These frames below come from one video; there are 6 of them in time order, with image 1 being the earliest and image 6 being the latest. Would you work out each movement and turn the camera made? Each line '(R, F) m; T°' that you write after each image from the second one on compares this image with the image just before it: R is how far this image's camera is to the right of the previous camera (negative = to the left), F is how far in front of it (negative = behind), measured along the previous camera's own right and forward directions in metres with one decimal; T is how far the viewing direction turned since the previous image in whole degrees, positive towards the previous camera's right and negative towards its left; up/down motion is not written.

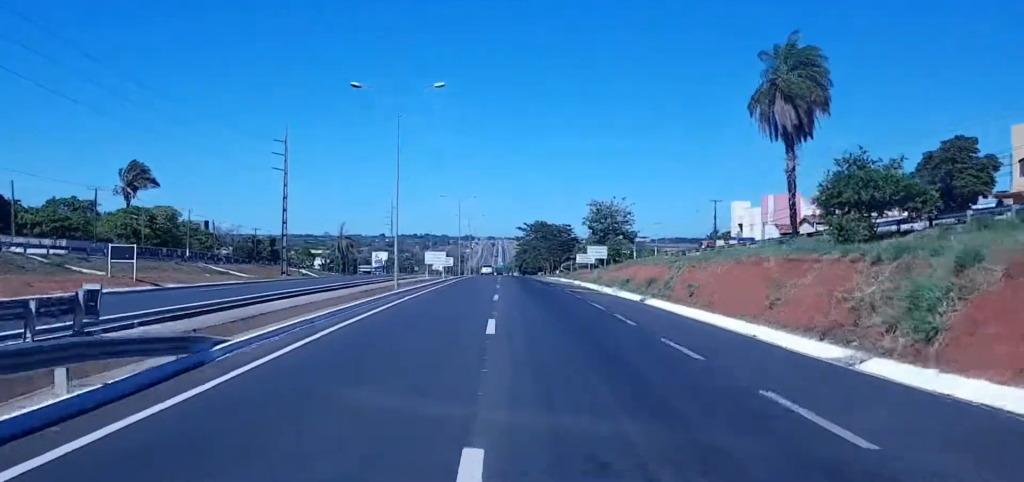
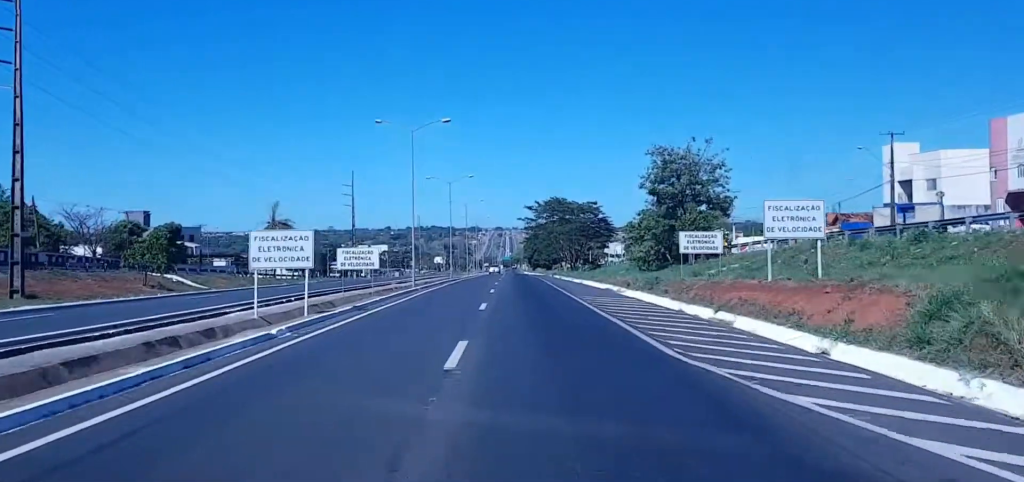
(+1.8, +68.2) m; +2°
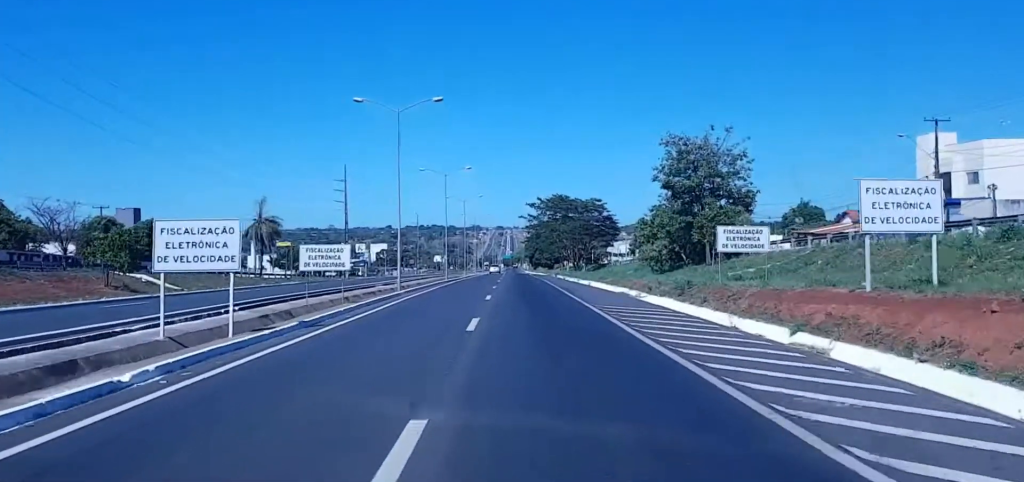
(-0.1, +9.2) m; -1°
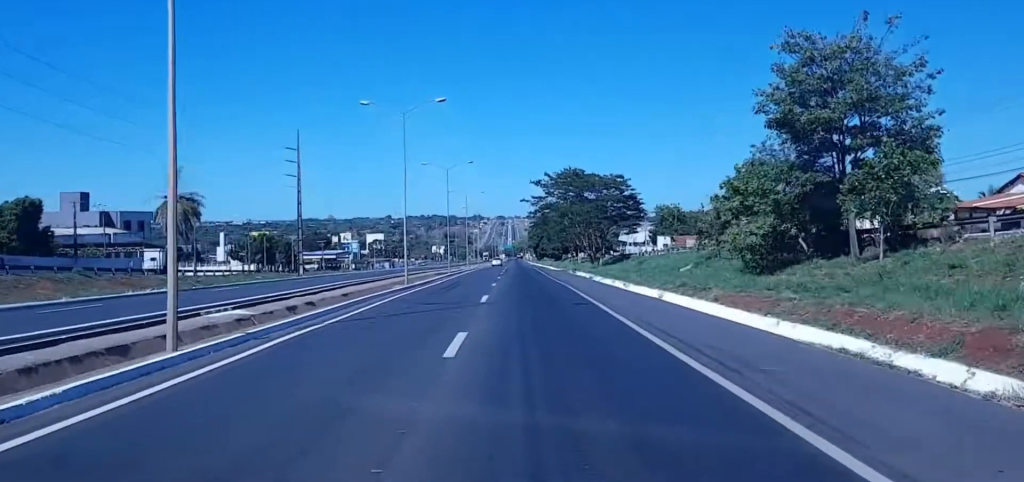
(-0.1, +36.7) m; 0°
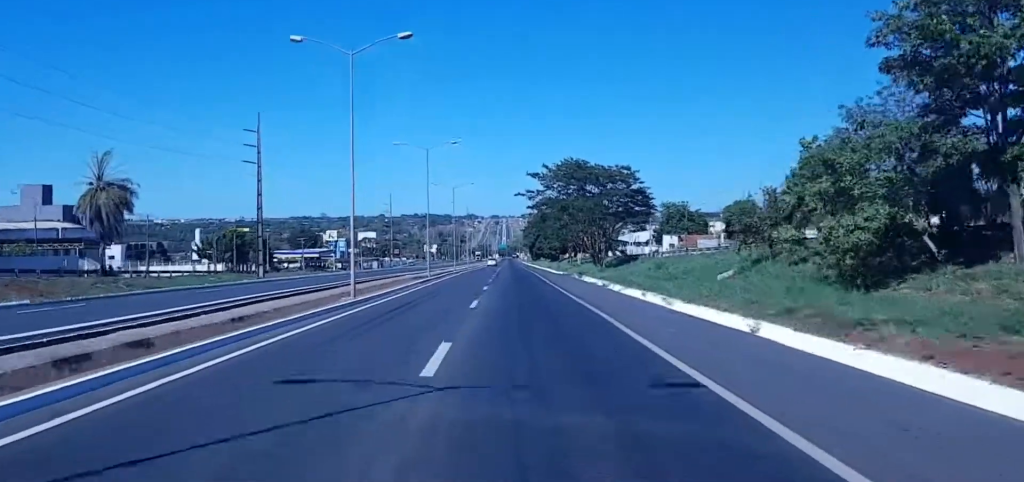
(0.0, +17.1) m; -1°
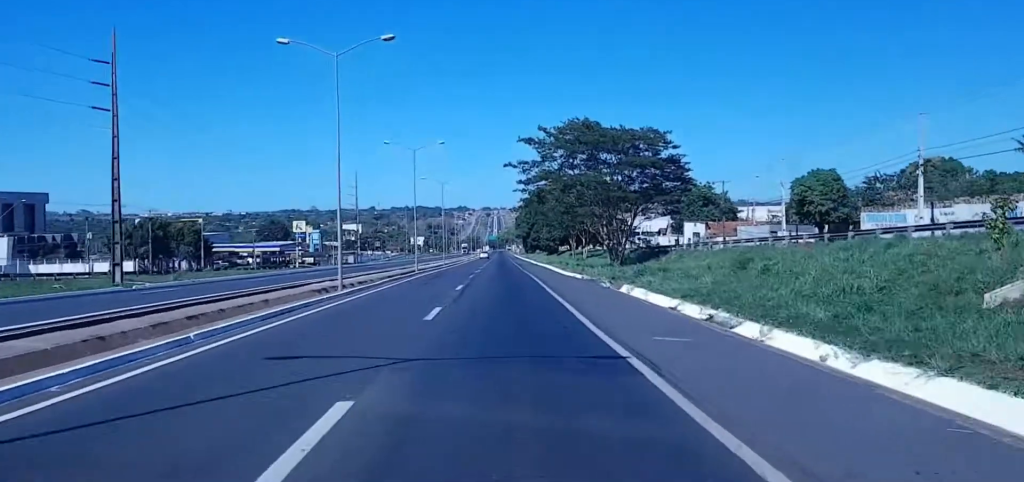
(-0.3, +35.5) m; 0°
